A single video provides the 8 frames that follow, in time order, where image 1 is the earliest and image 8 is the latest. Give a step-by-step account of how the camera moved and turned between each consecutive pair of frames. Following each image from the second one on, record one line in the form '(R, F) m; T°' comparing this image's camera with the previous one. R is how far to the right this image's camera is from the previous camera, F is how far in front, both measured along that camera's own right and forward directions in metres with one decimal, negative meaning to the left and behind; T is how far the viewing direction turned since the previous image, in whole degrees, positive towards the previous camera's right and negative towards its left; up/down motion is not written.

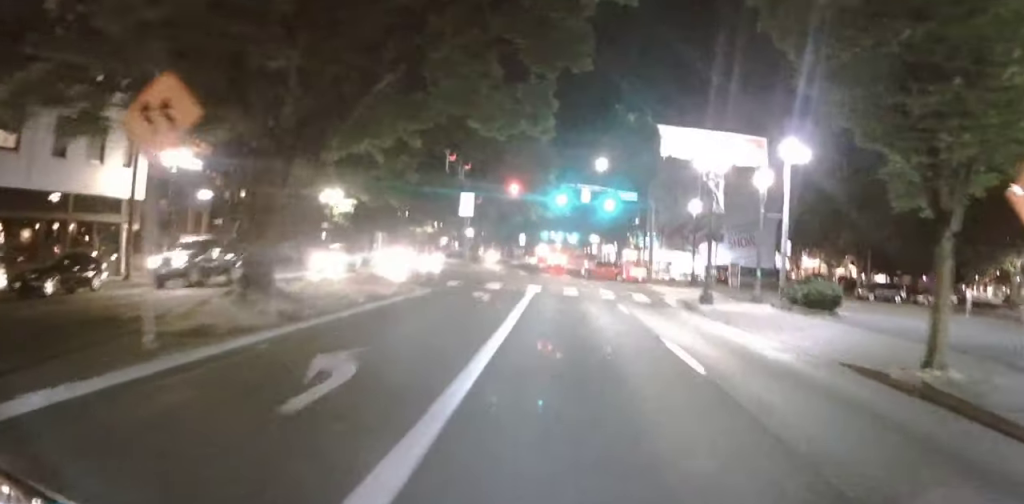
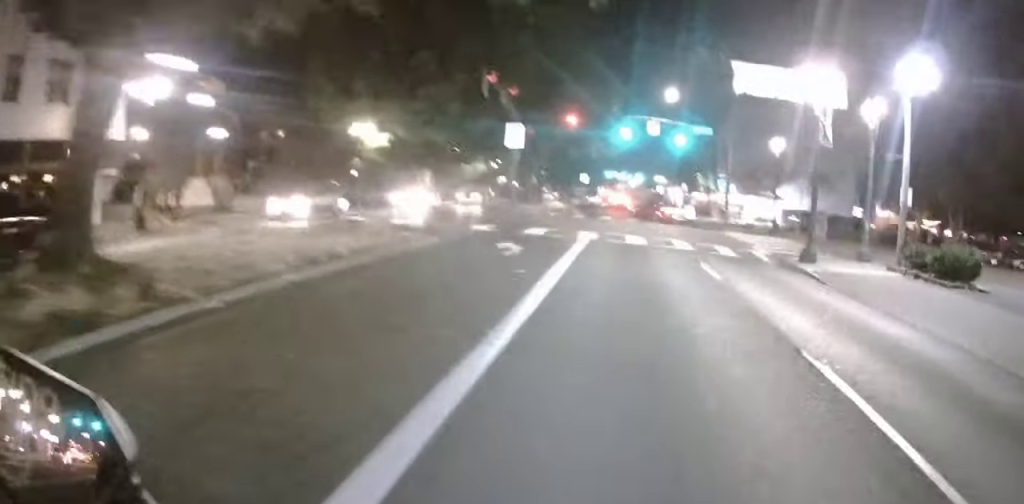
(0.0, +7.0) m; +2°
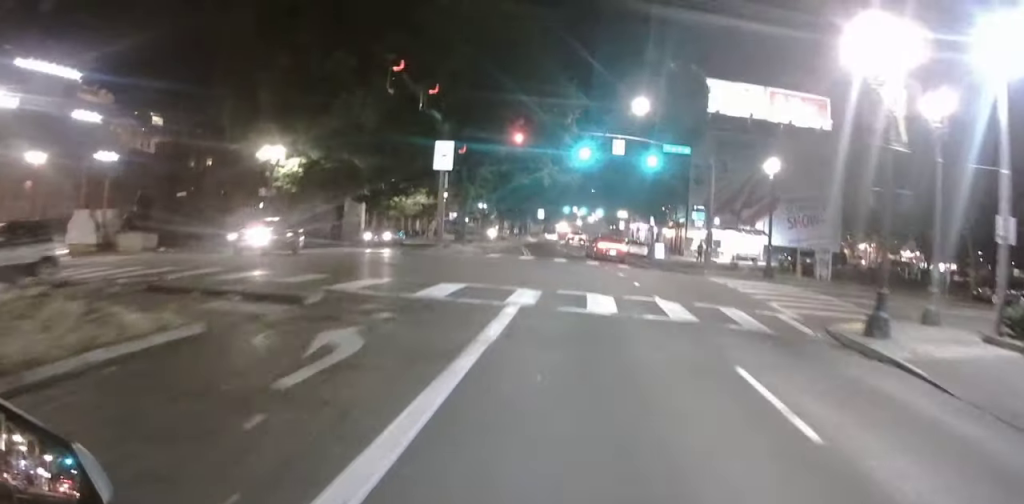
(+0.4, +8.8) m; +3°
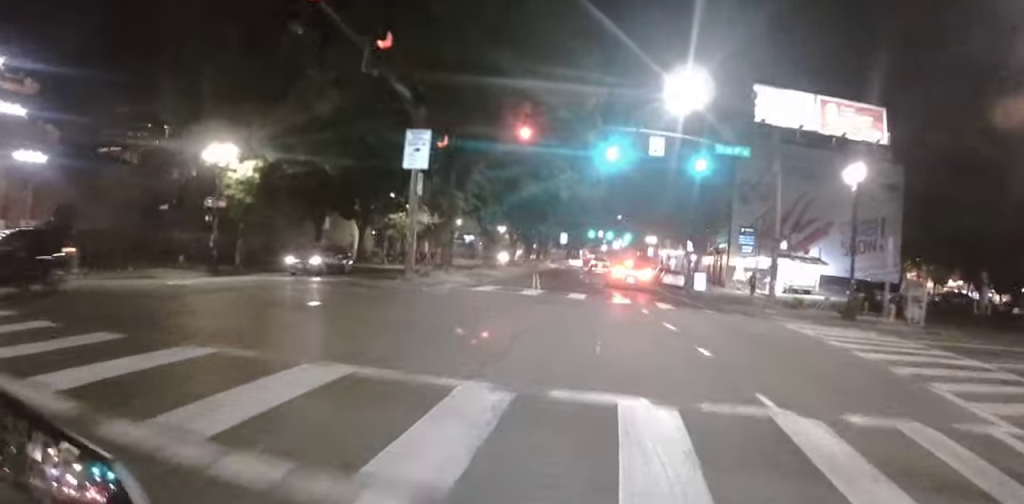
(+0.1, +8.4) m; -2°
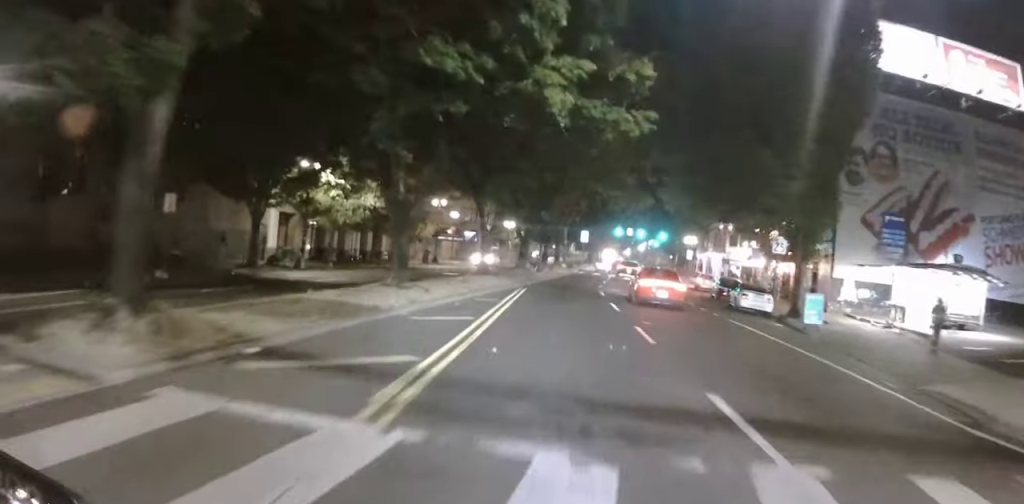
(+1.4, +17.8) m; +17°
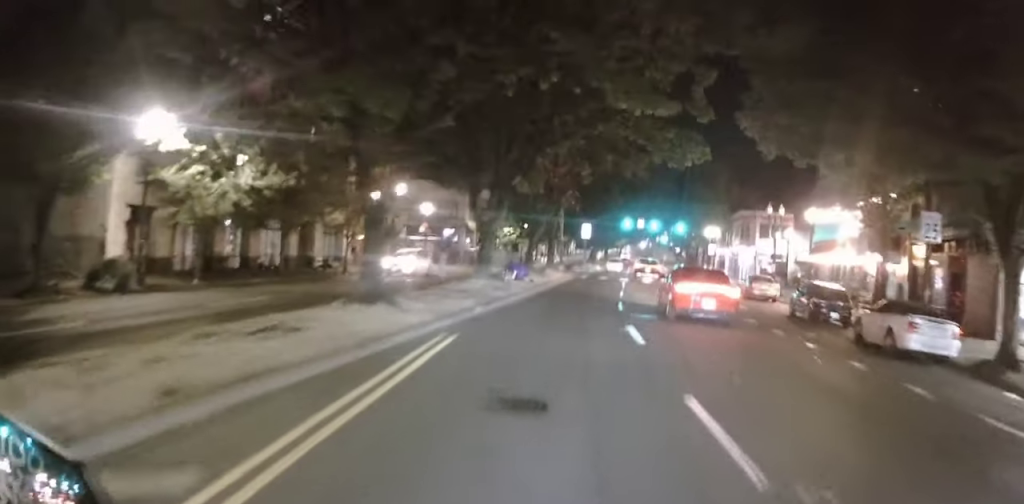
(0.0, +14.0) m; -7°
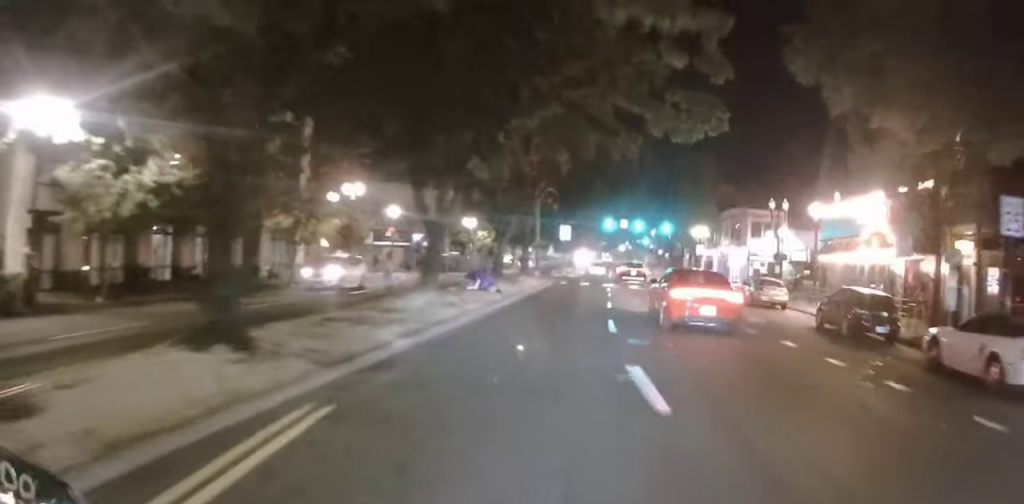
(-0.2, +4.9) m; -2°
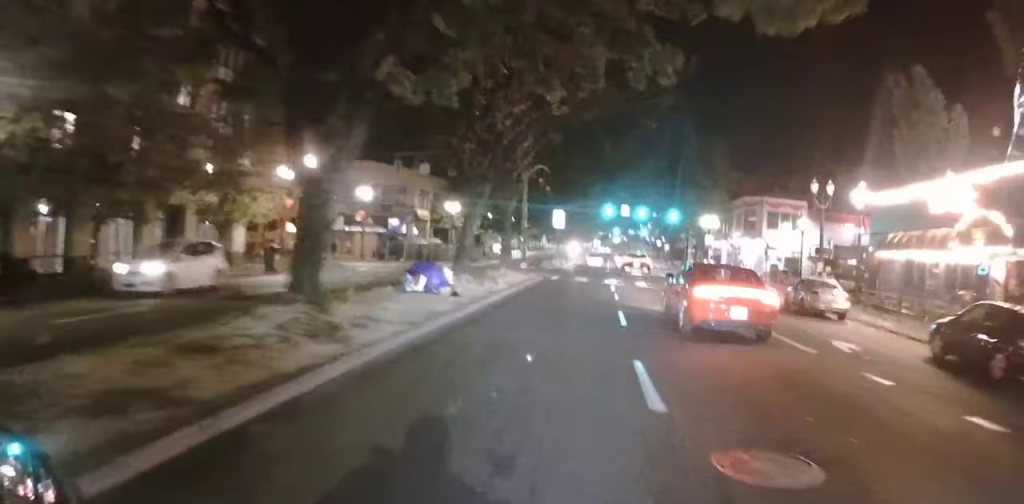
(0.0, +7.6) m; 0°
